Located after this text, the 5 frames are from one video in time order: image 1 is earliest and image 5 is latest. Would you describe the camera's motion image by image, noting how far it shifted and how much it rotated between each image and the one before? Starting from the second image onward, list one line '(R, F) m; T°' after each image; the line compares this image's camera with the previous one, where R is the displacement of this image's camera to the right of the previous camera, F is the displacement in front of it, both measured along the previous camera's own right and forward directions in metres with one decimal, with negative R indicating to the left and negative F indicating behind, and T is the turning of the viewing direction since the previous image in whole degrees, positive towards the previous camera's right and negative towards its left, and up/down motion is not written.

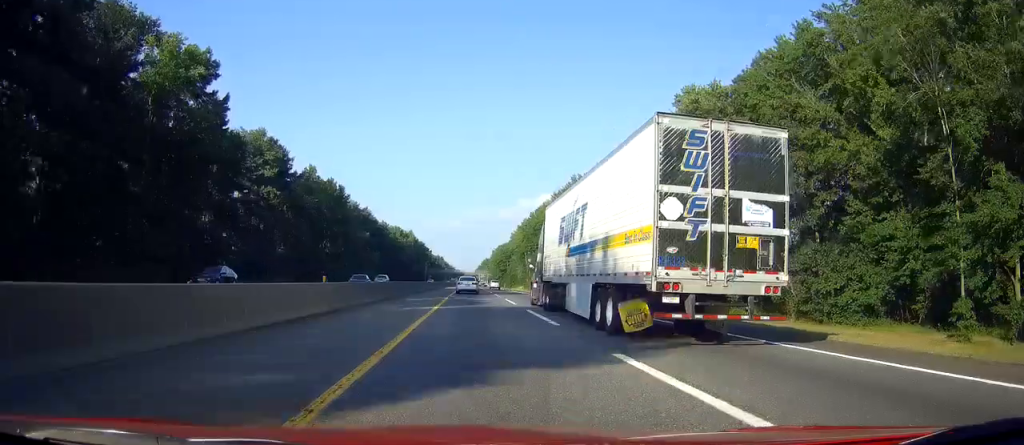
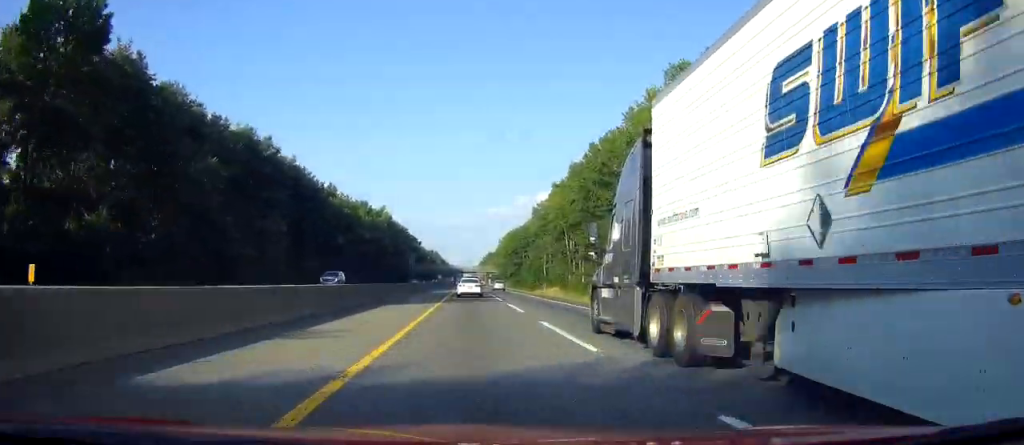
(-0.3, +97.2) m; 0°
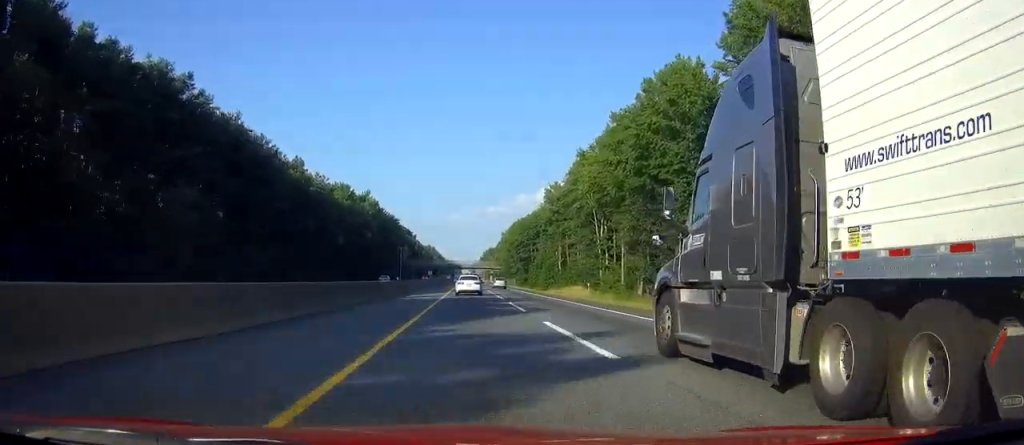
(+0.1, +31.9) m; 0°
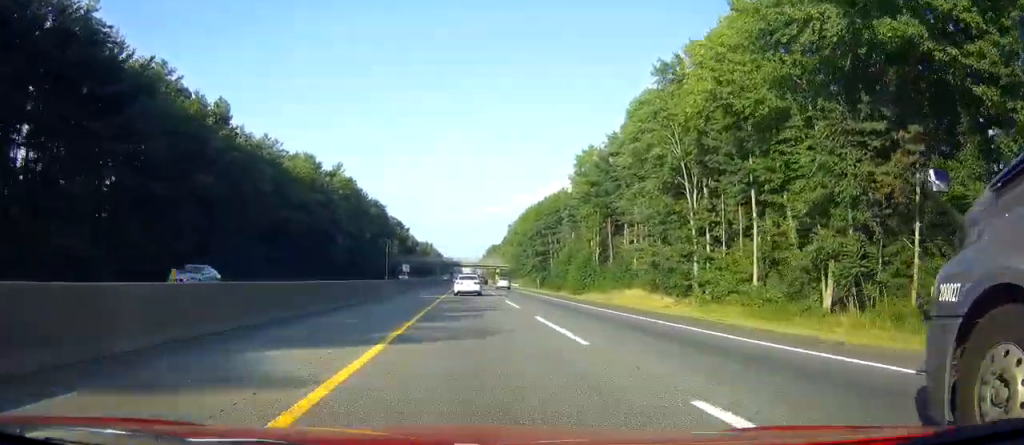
(0.0, +43.2) m; 0°
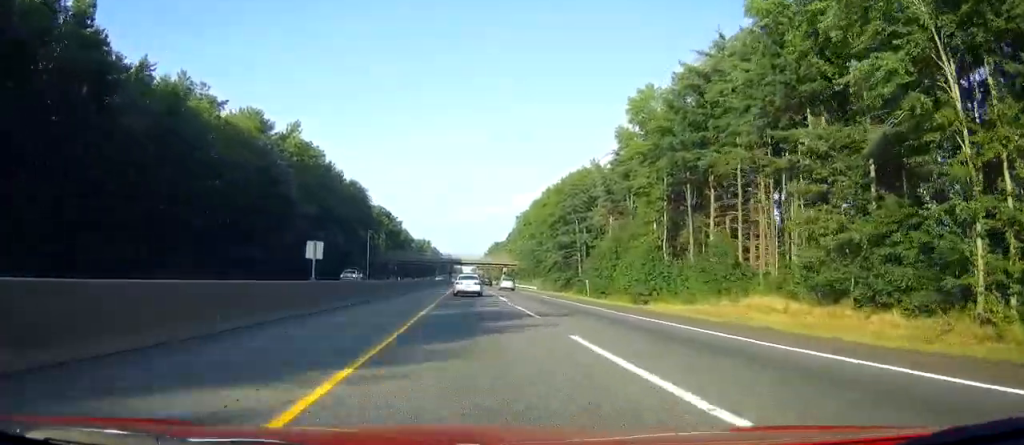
(+0.1, +37.8) m; 0°
